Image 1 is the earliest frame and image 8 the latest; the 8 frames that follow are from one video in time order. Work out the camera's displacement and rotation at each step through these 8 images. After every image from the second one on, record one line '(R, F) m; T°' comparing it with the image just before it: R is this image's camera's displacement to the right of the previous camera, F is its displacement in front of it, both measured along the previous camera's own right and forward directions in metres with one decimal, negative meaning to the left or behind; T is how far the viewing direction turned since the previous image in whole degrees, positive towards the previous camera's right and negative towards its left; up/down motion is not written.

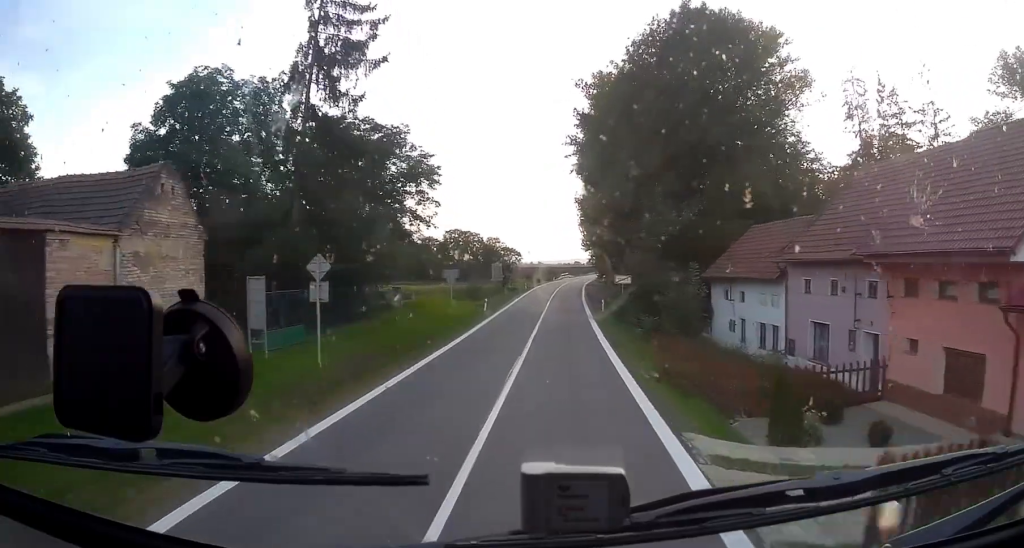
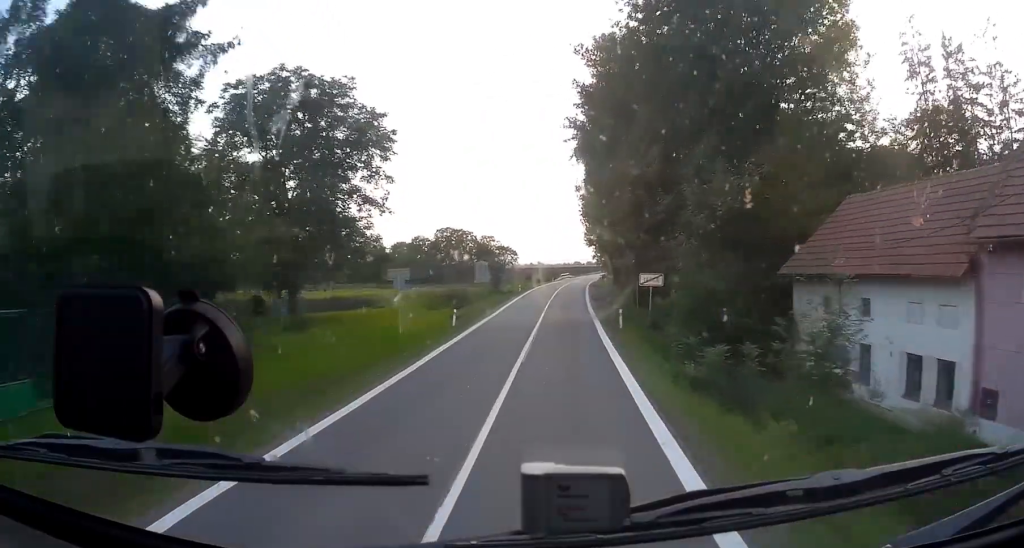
(-0.1, +12.9) m; -1°
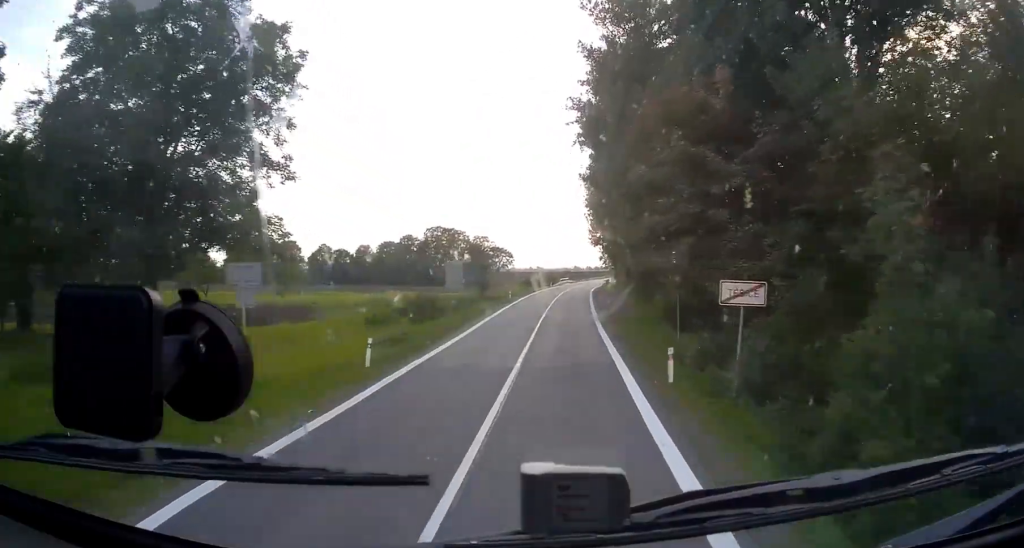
(-0.1, +14.5) m; 0°
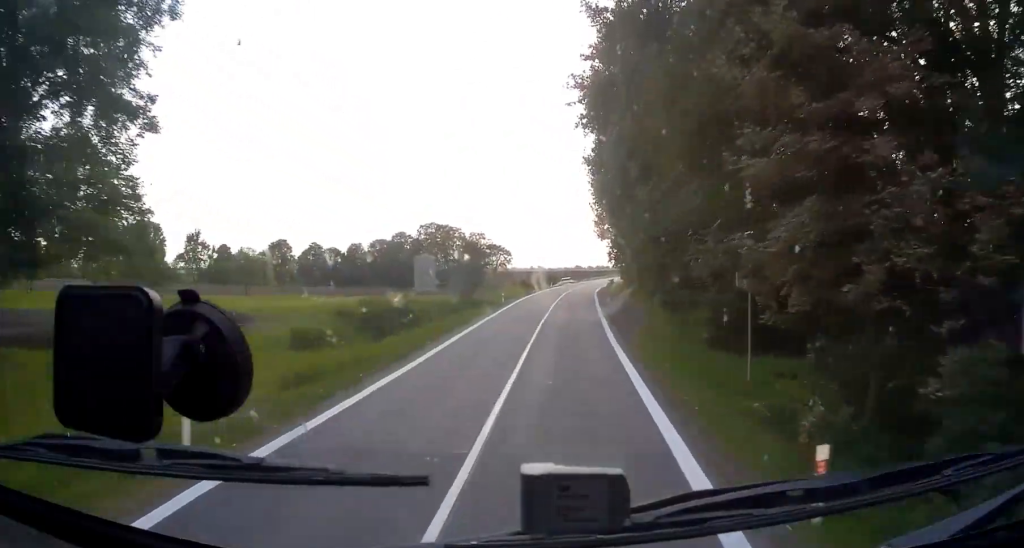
(0.0, +9.7) m; 0°
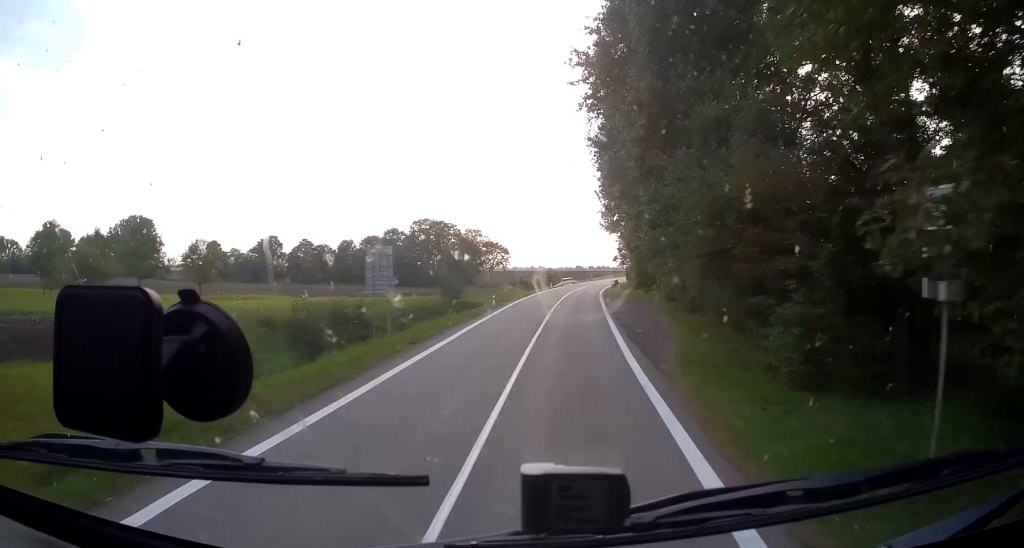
(0.0, +8.6) m; 0°
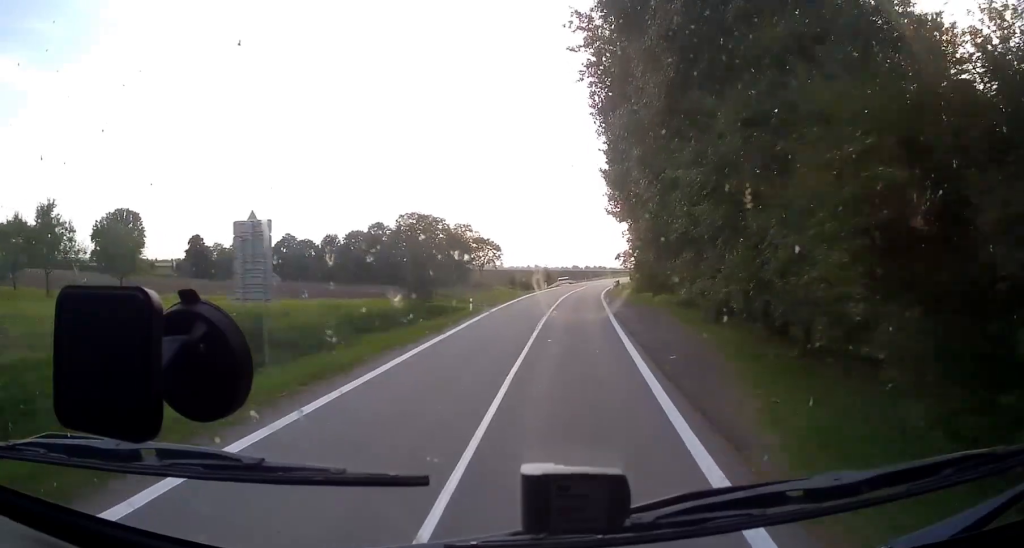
(0.0, +10.6) m; +2°
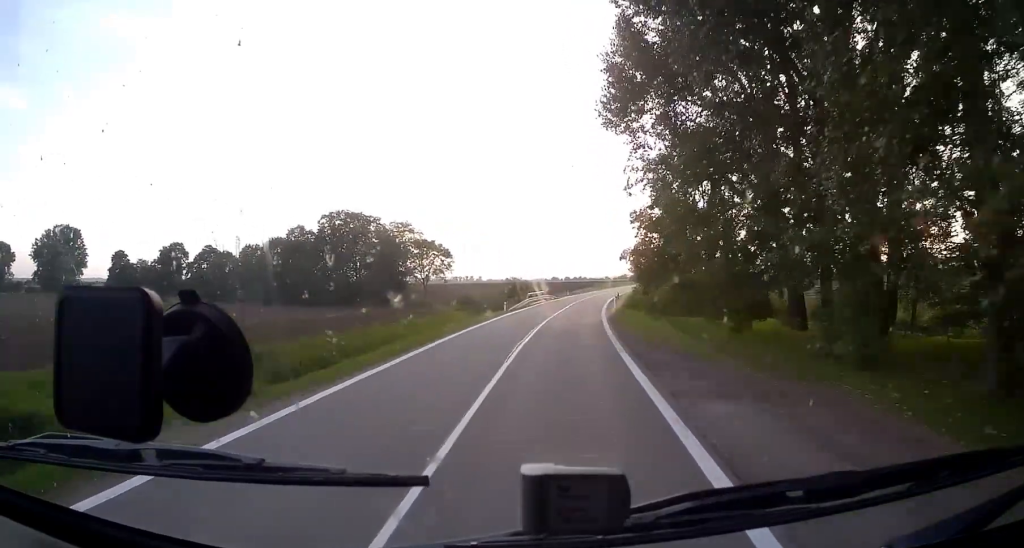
(+1.7, +34.8) m; +2°
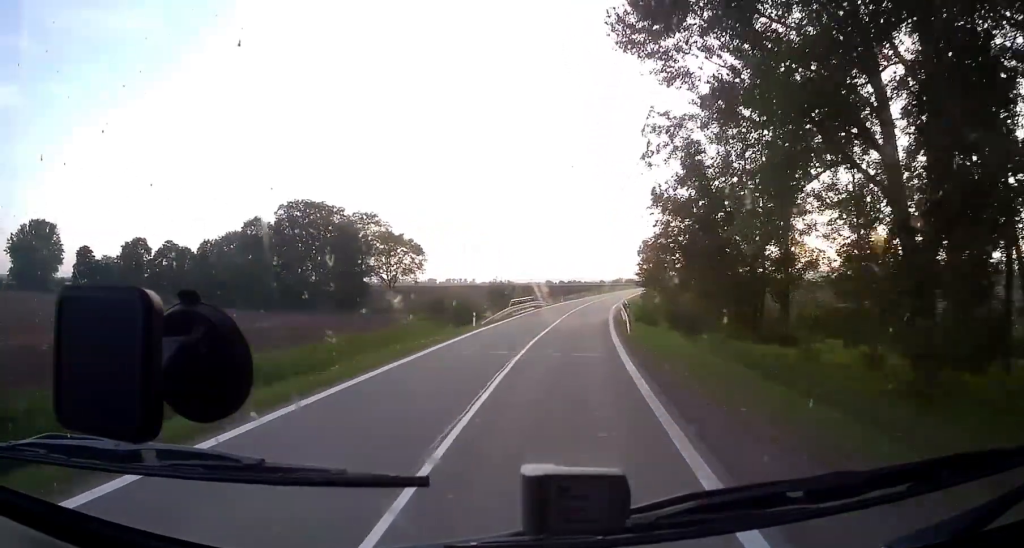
(-0.5, +15.2) m; 0°
